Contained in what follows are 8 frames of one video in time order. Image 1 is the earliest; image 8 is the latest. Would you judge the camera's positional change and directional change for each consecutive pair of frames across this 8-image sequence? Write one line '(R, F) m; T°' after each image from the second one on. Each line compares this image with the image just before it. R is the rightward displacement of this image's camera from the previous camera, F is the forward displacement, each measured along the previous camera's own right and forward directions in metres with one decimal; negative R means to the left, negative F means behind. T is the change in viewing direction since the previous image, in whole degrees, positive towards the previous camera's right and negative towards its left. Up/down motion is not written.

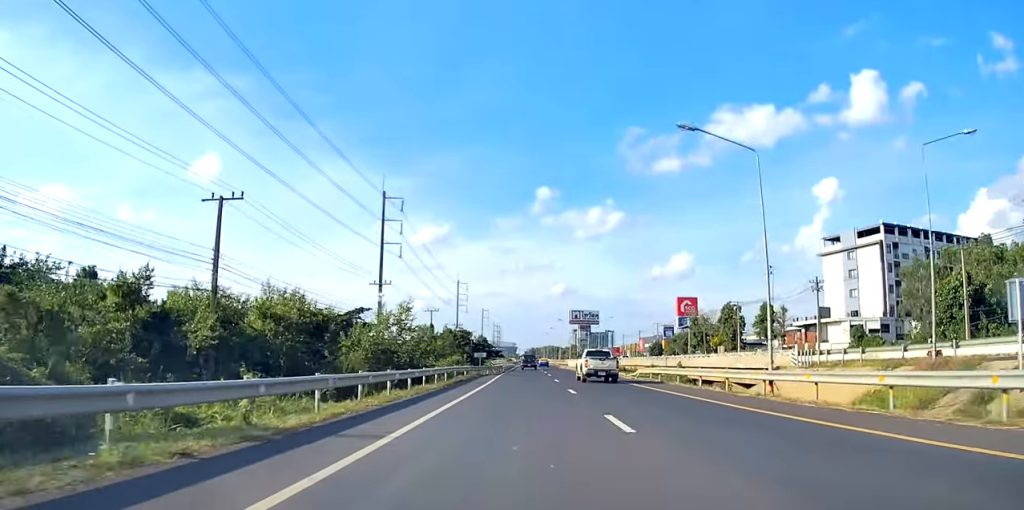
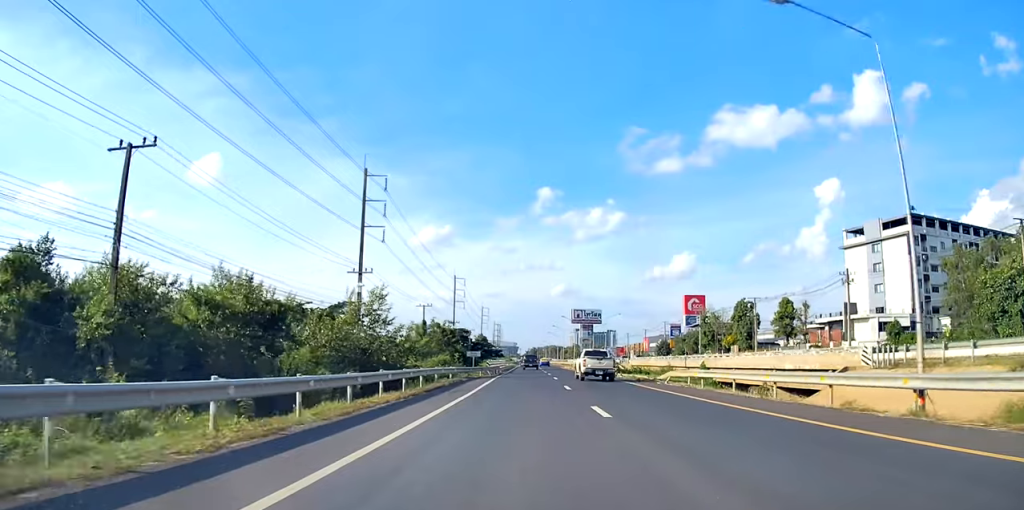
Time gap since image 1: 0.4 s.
(-0.2, +8.9) m; -1°
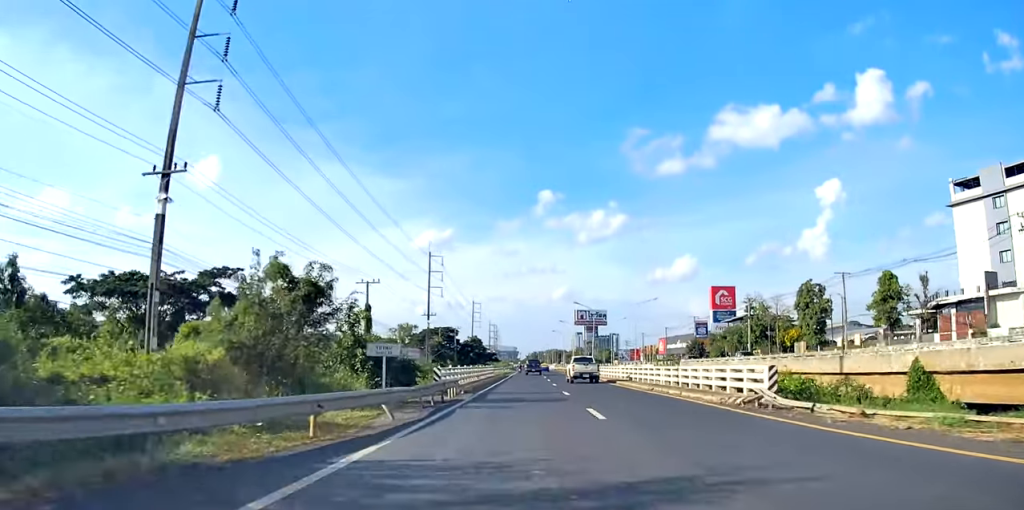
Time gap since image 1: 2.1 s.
(-0.4, +35.4) m; -1°
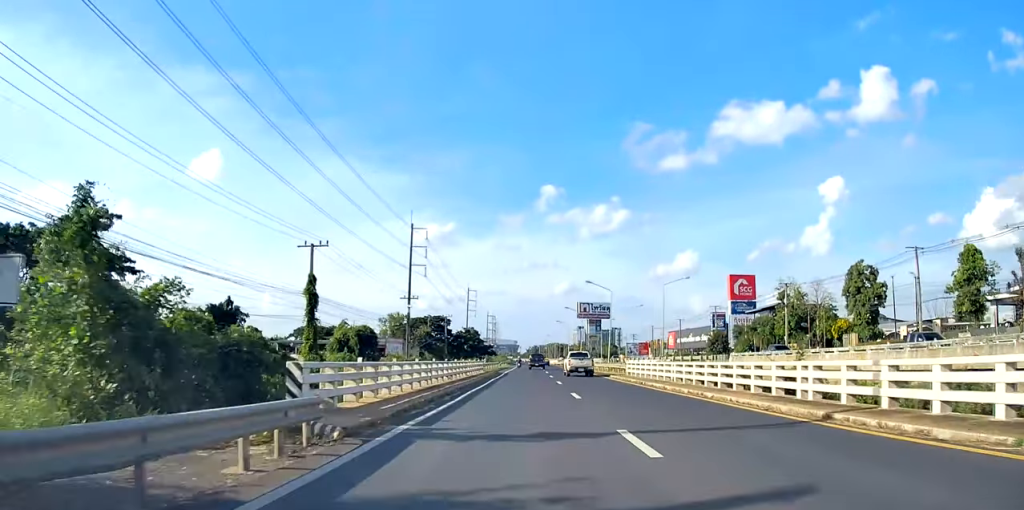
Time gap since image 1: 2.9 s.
(0.0, +17.4) m; +1°
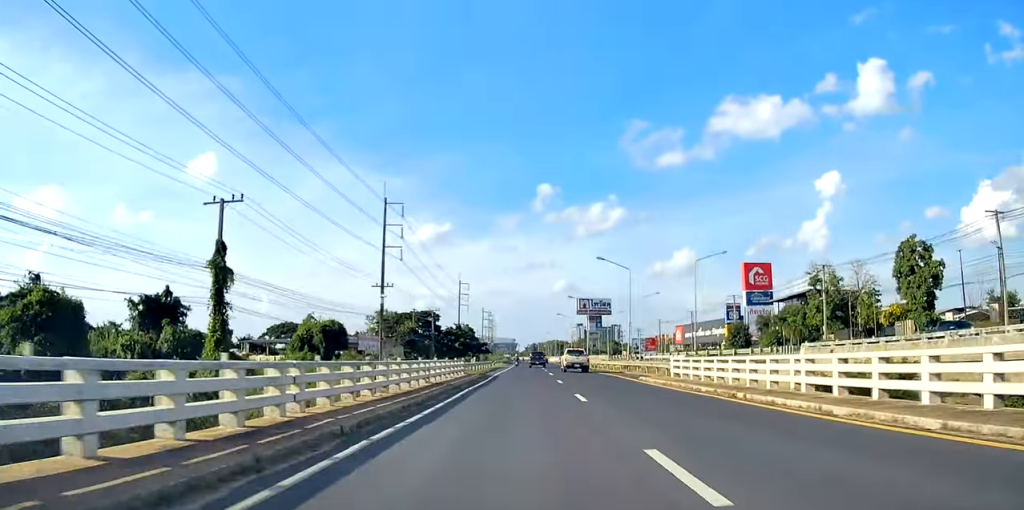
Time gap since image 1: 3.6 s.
(-0.1, +15.3) m; +2°
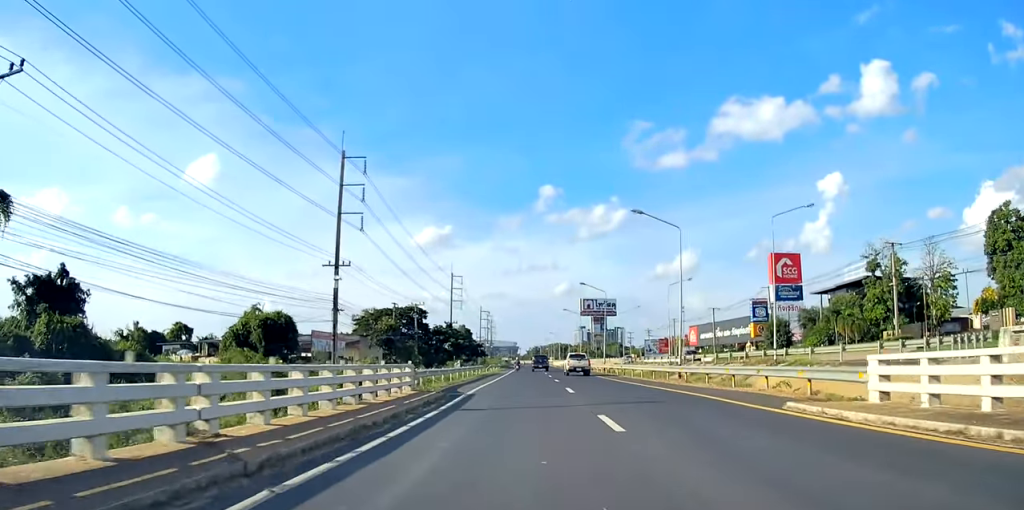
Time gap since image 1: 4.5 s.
(+0.7, +18.9) m; 0°
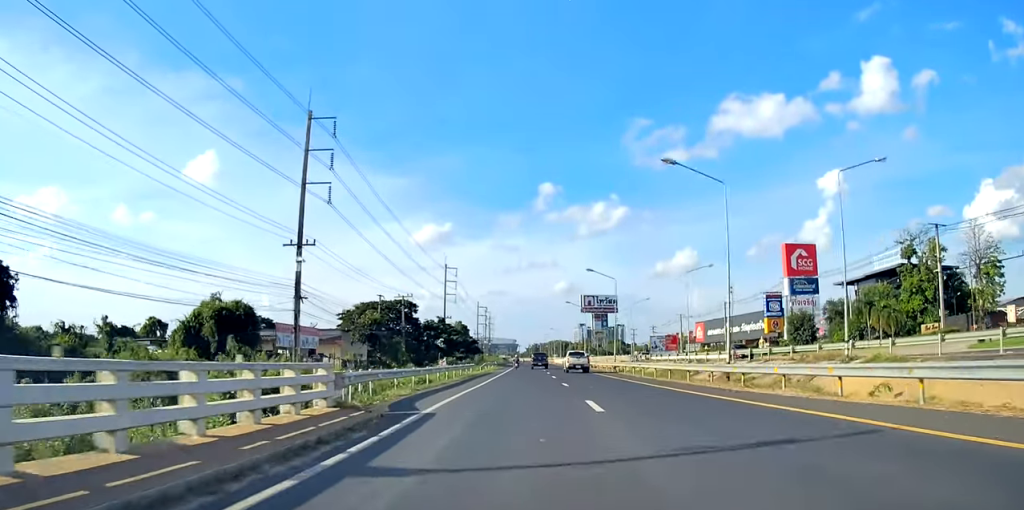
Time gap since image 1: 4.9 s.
(0.0, +8.9) m; -1°
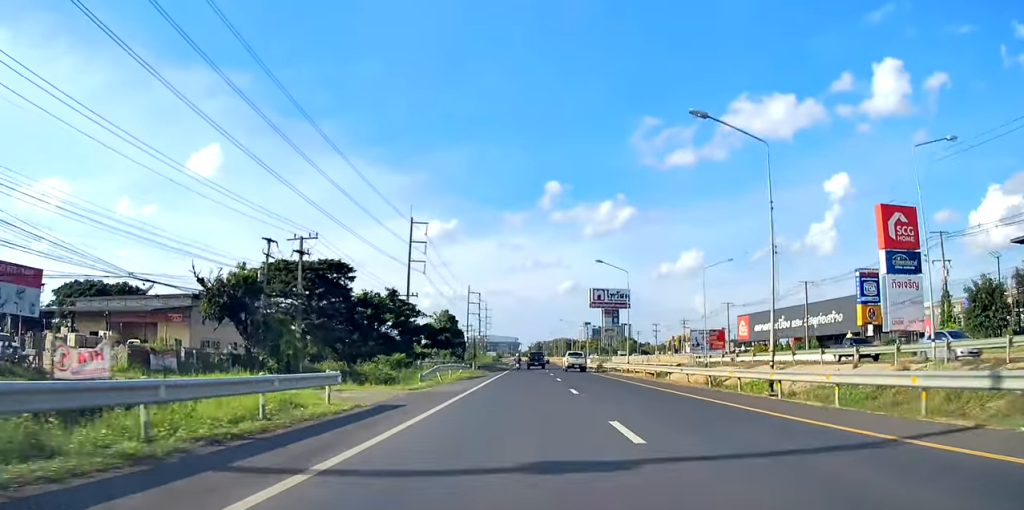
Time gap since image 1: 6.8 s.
(-1.3, +40.9) m; -1°
